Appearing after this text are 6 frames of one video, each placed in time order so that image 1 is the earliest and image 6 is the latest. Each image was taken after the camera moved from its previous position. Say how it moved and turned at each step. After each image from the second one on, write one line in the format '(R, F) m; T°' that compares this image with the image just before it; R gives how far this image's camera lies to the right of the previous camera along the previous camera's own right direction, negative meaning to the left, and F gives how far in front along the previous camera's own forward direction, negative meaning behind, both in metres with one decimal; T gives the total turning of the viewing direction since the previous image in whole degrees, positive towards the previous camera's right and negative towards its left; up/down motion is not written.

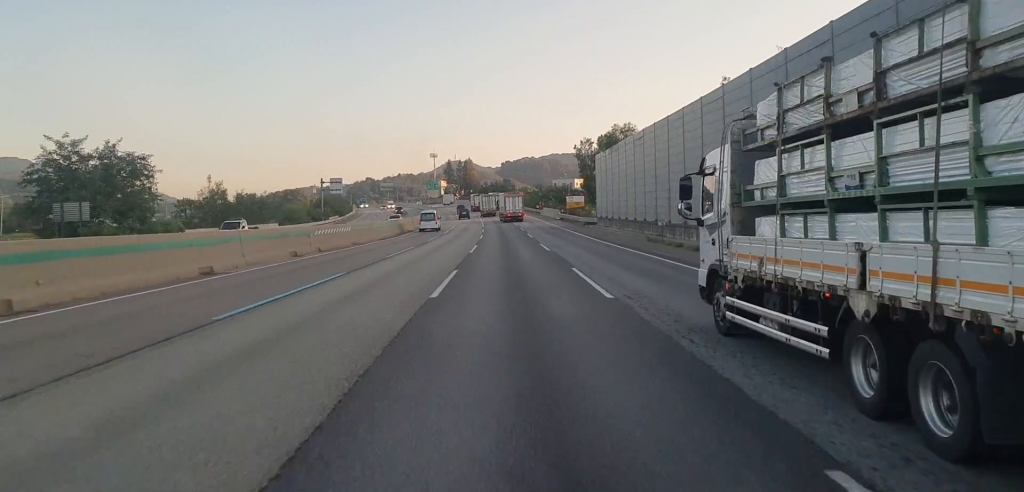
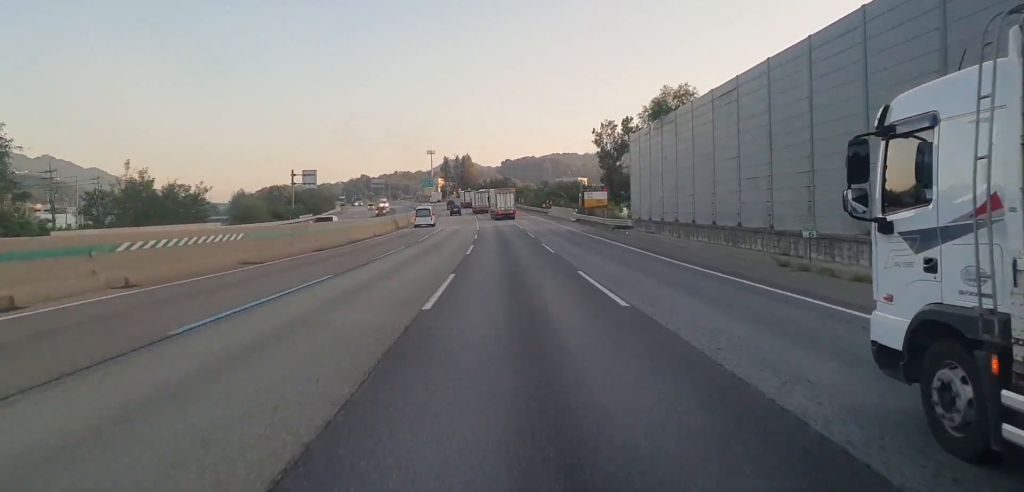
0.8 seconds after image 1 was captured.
(-0.1, +21.8) m; 0°
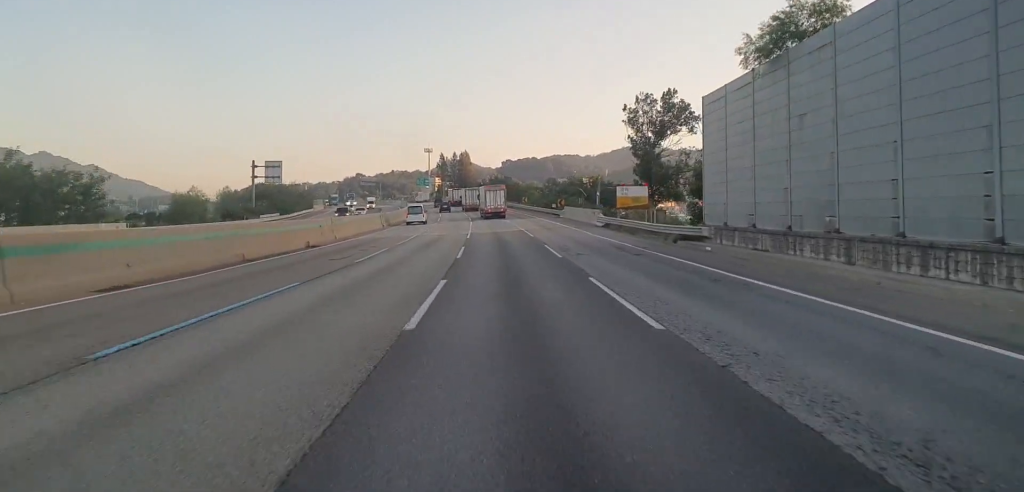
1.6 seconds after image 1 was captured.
(-0.1, +21.7) m; 0°
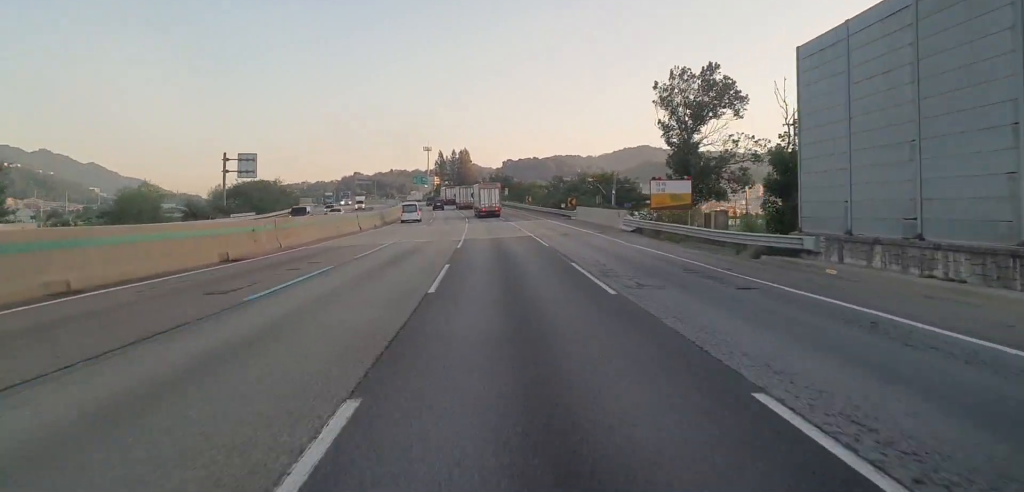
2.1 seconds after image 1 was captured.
(+0.2, +12.6) m; 0°
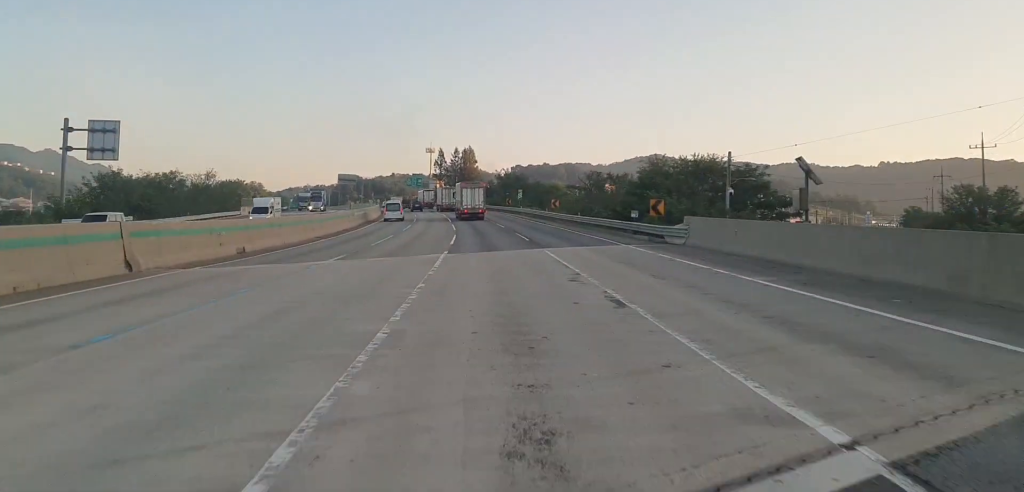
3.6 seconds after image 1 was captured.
(-0.3, +40.0) m; -1°
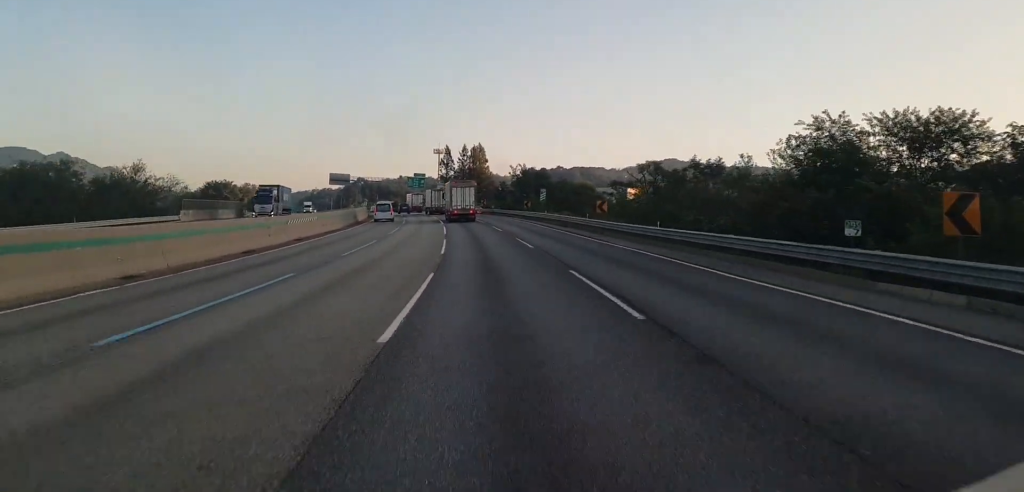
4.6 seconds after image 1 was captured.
(-0.3, +27.1) m; -2°
